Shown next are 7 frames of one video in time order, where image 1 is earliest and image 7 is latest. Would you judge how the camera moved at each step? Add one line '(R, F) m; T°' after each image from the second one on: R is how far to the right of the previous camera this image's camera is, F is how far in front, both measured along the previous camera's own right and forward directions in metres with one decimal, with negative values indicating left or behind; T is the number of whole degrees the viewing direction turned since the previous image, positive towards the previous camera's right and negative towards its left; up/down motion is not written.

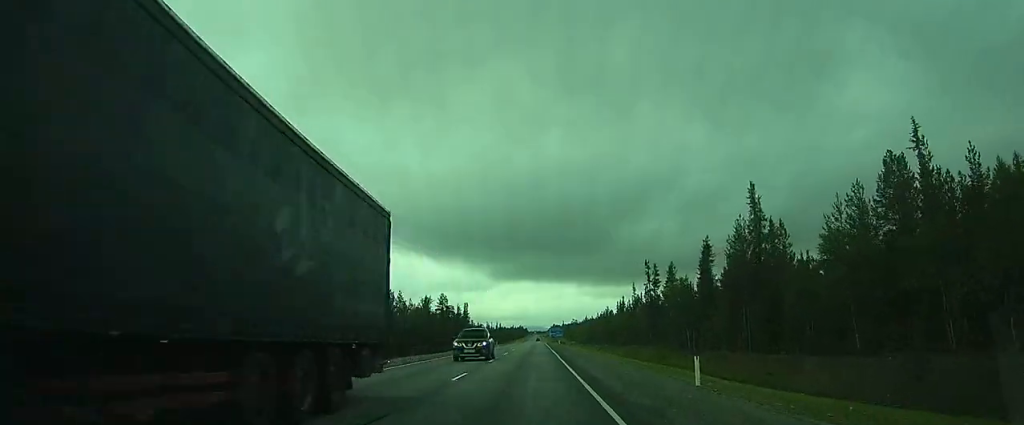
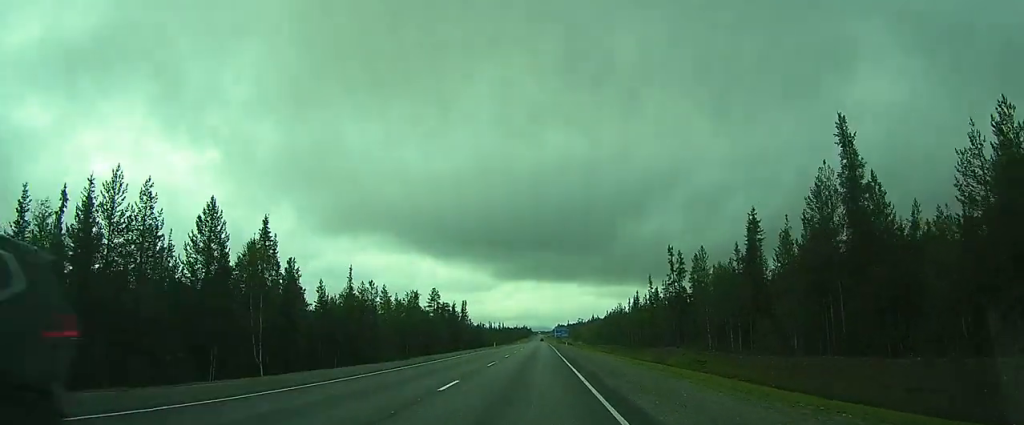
(0.0, +15.3) m; 0°
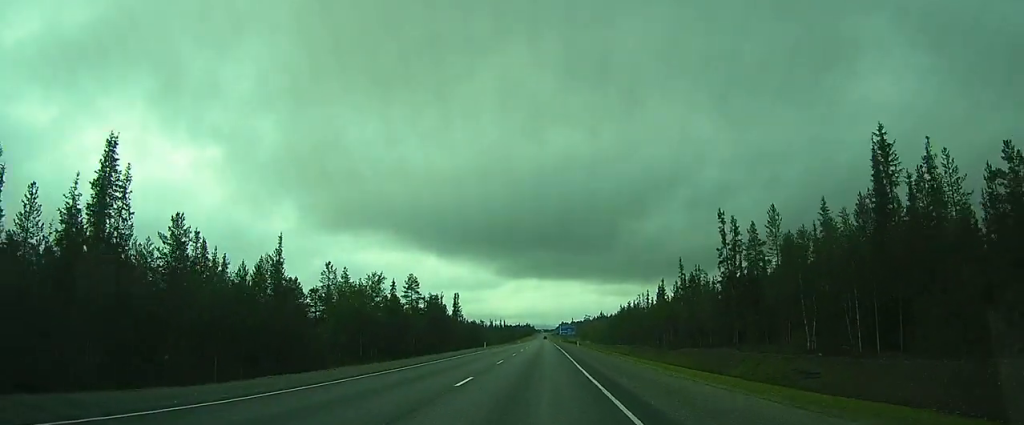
(0.0, +23.6) m; 0°
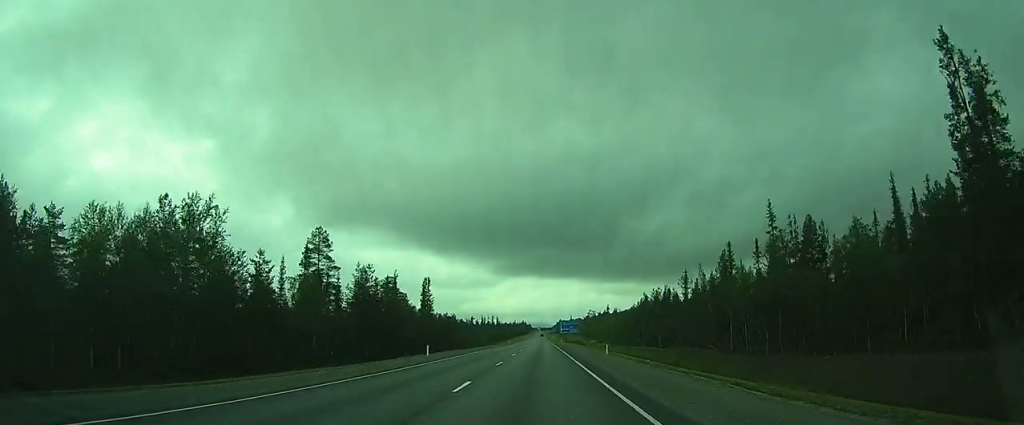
(-0.1, +39.6) m; -1°
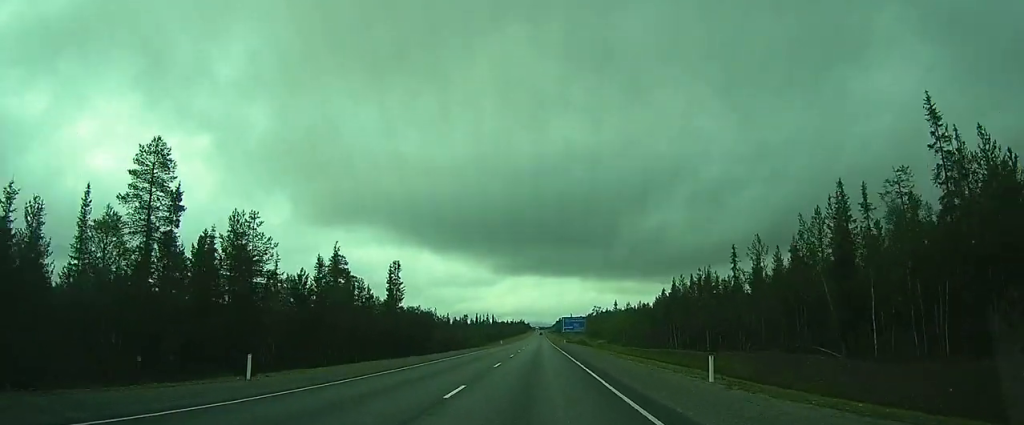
(-0.1, +26.8) m; -1°
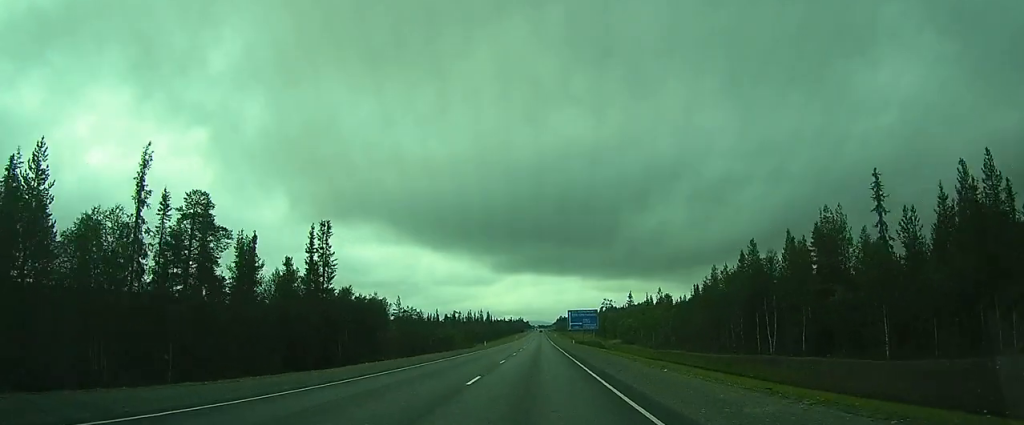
(-0.2, +34.3) m; 0°
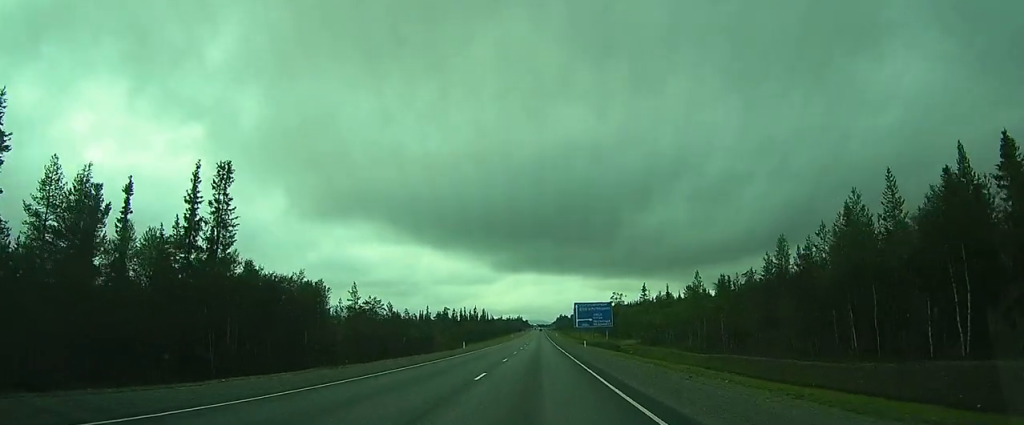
(0.0, +23.2) m; 0°
